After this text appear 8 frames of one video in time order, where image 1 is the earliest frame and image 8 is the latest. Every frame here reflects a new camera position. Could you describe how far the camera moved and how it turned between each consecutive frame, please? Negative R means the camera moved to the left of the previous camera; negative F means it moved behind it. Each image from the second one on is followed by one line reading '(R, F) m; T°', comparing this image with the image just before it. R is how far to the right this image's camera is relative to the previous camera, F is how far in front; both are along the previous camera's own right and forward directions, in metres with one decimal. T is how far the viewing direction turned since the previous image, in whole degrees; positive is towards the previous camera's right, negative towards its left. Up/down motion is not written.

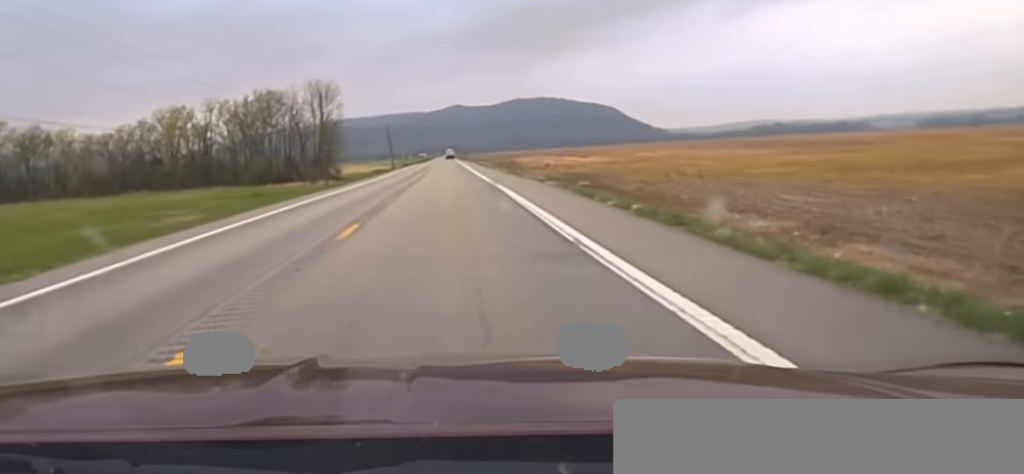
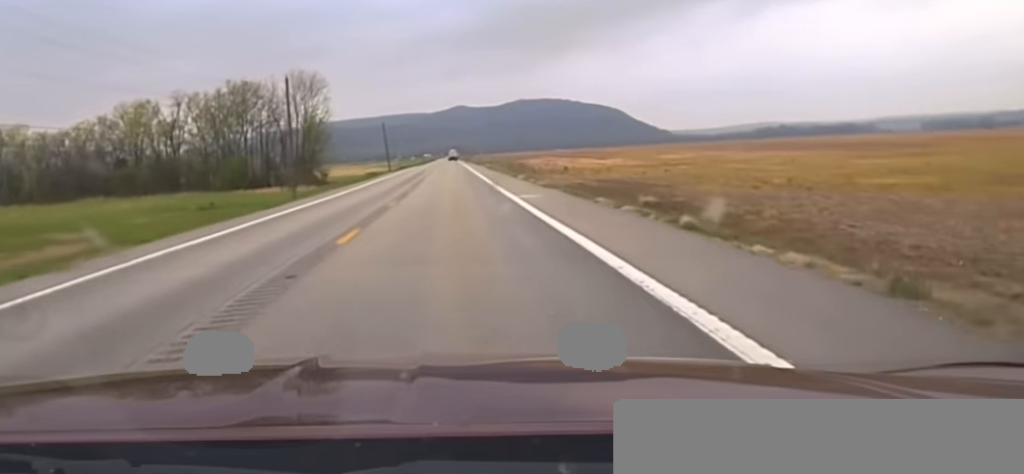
(+0.1, +25.1) m; 0°
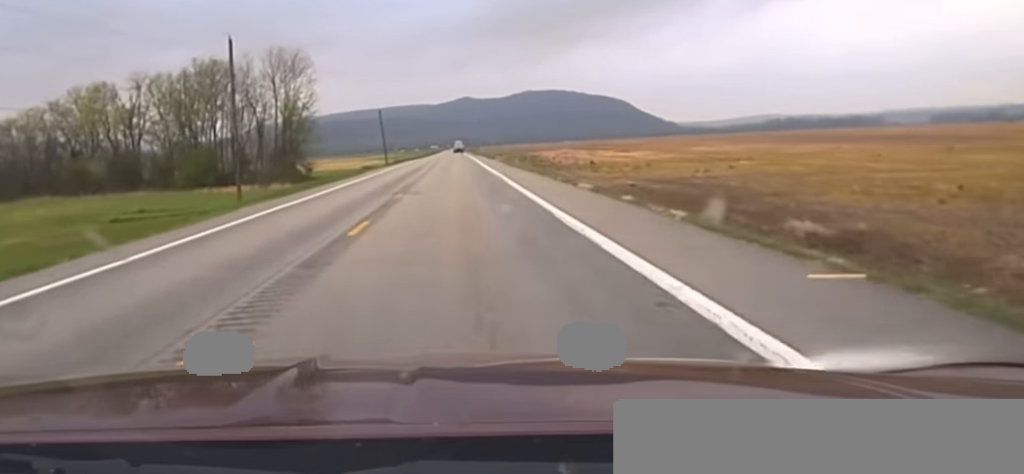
(-0.1, +21.7) m; 0°
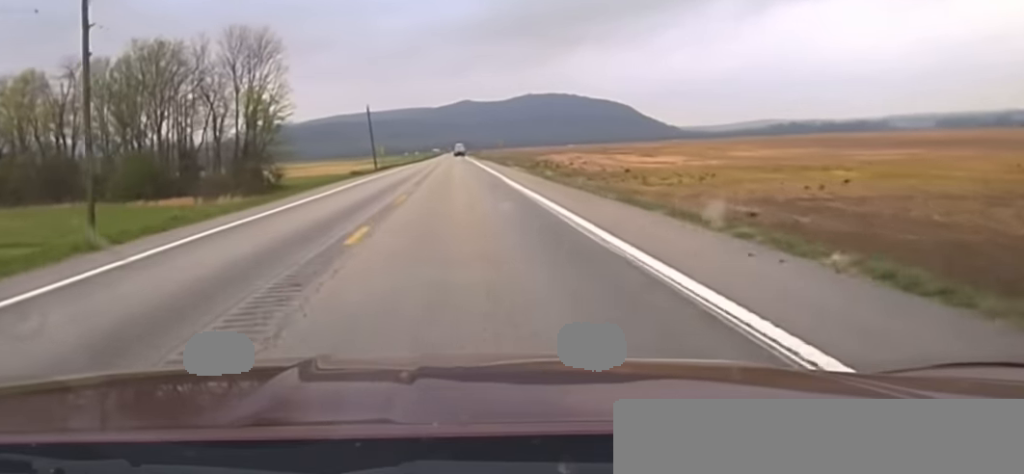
(-0.1, +24.2) m; 0°
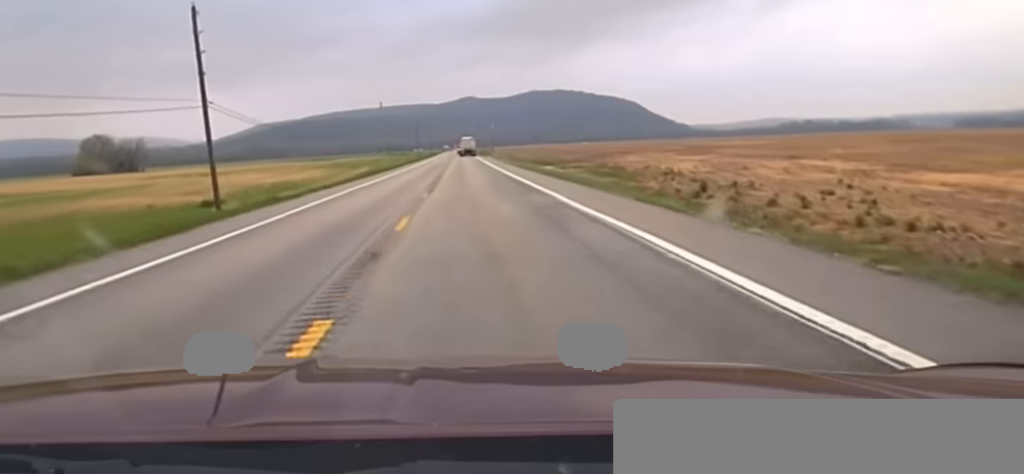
(+0.5, +101.7) m; 0°
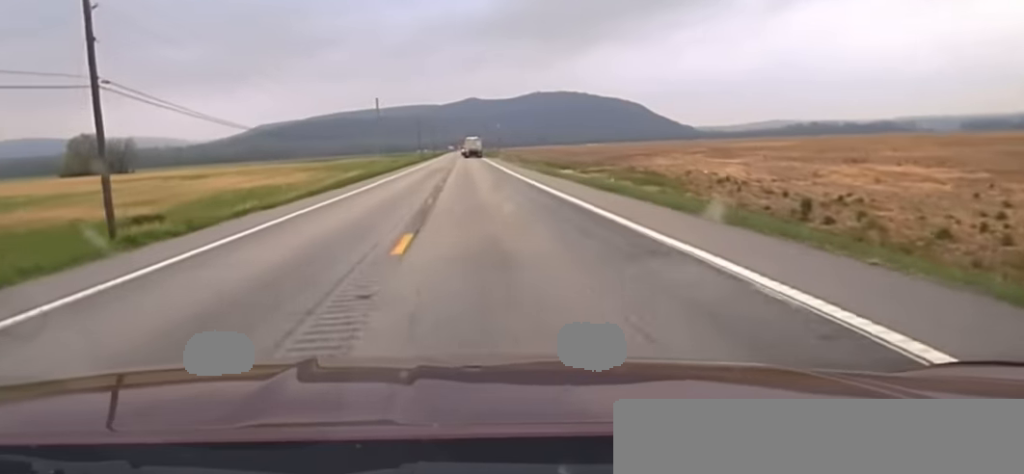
(-0.1, +19.4) m; 0°
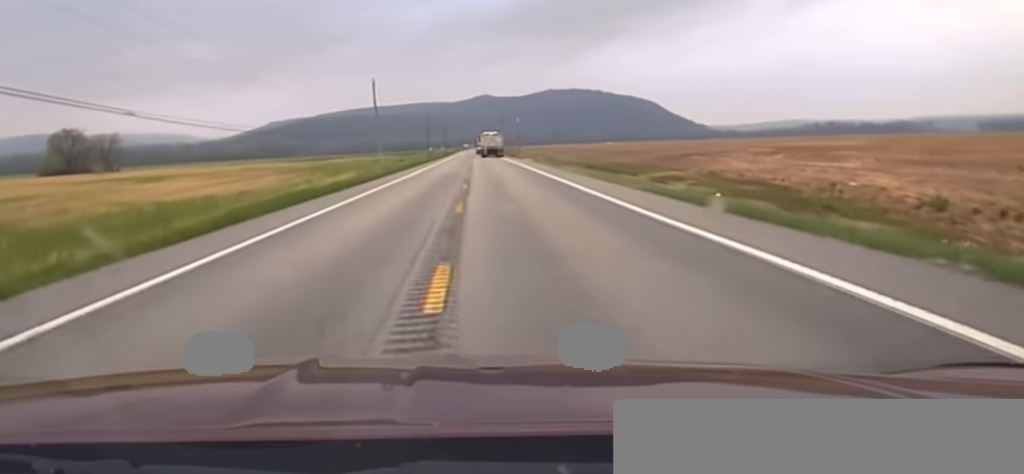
(0.0, +31.4) m; -1°
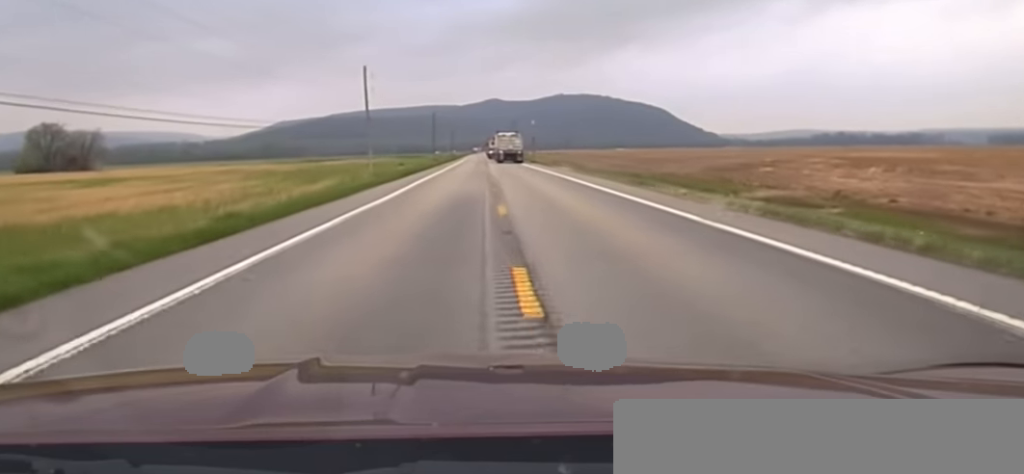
(-0.3, +24.8) m; 0°
